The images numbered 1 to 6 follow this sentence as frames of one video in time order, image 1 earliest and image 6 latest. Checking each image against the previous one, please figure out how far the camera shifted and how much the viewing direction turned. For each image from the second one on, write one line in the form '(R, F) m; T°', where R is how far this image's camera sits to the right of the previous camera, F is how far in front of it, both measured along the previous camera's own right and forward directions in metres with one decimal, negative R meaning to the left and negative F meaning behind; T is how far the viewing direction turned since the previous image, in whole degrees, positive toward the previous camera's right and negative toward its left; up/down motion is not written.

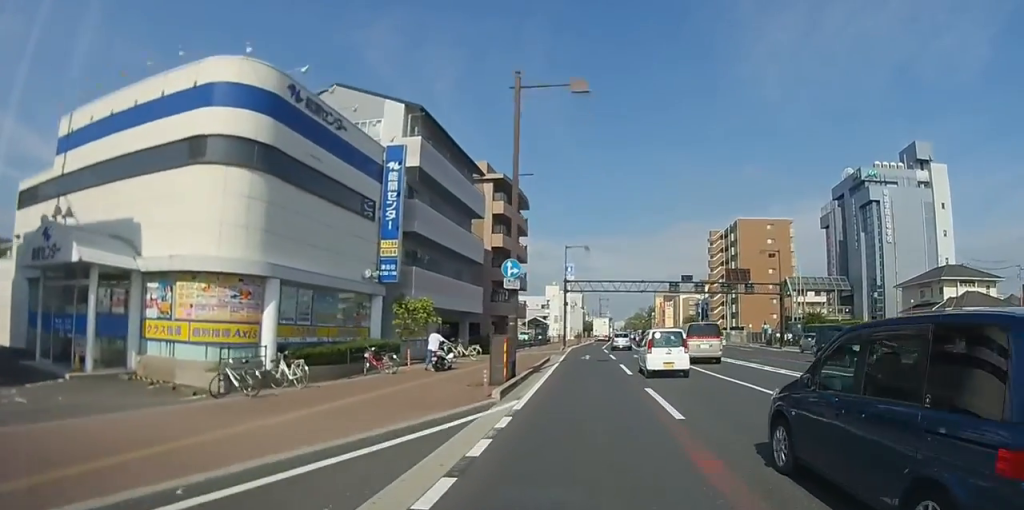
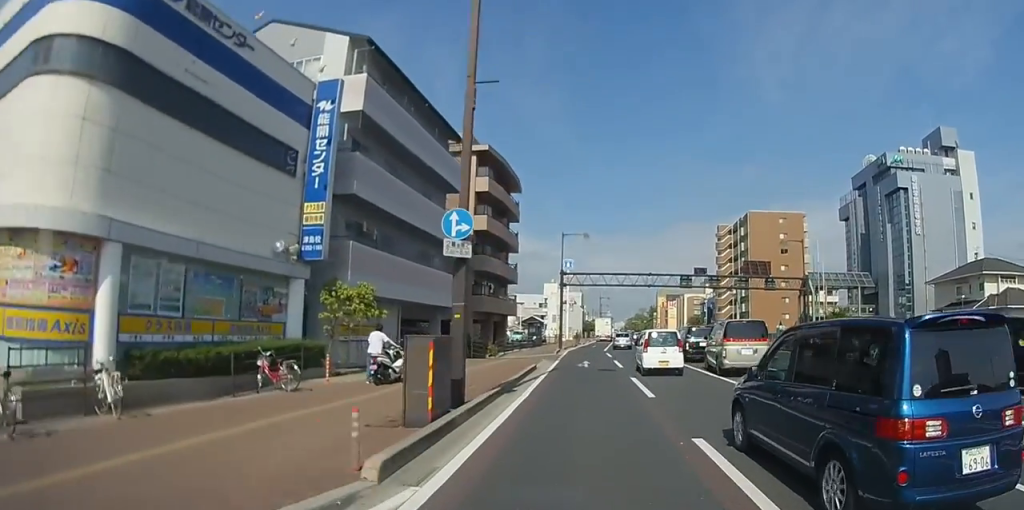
(0.0, +6.4) m; 0°
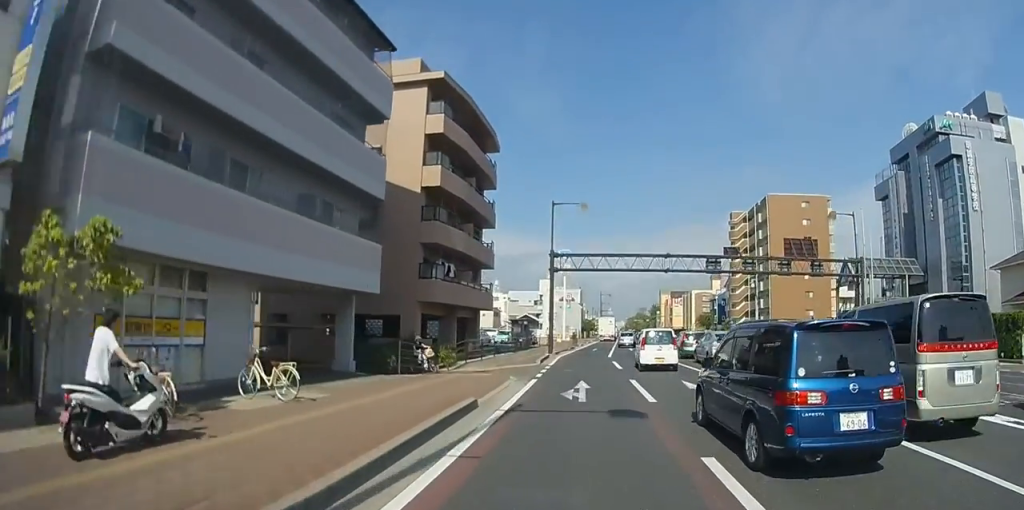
(0.0, +10.7) m; 0°
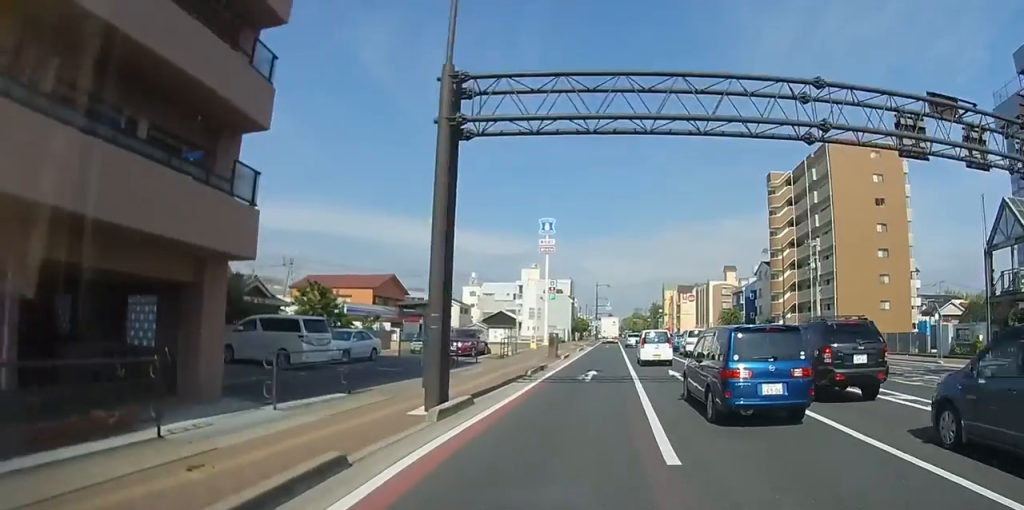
(+0.1, +24.7) m; +1°
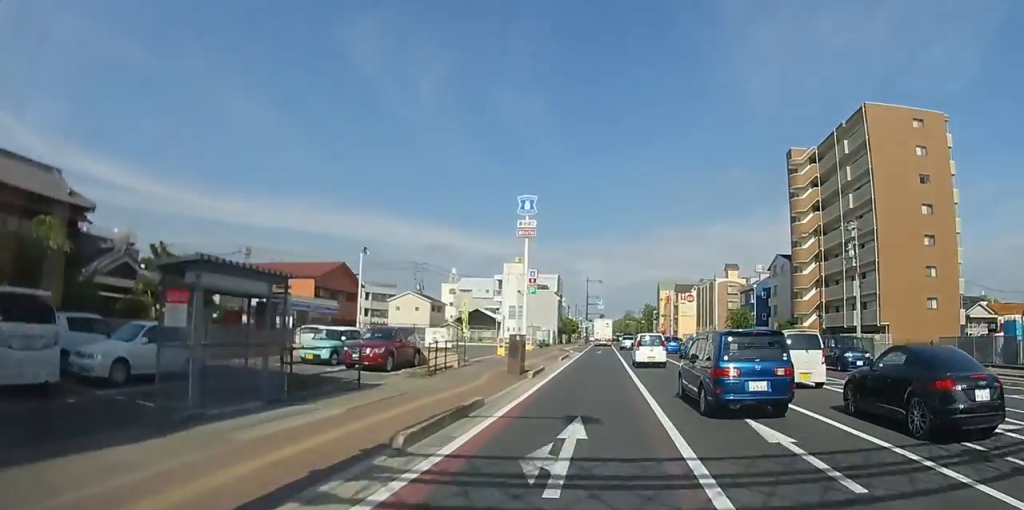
(0.0, +11.2) m; +1°
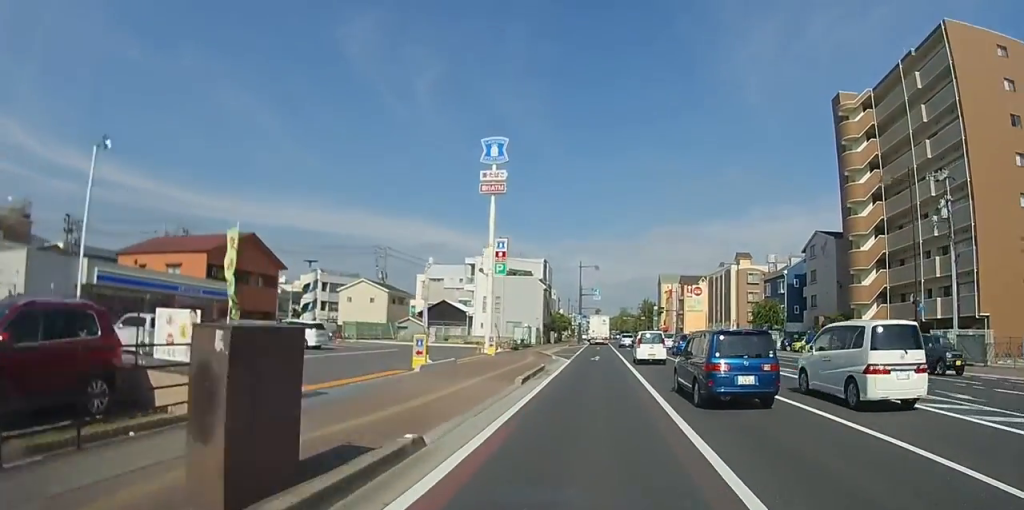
(+0.1, +14.9) m; 0°
